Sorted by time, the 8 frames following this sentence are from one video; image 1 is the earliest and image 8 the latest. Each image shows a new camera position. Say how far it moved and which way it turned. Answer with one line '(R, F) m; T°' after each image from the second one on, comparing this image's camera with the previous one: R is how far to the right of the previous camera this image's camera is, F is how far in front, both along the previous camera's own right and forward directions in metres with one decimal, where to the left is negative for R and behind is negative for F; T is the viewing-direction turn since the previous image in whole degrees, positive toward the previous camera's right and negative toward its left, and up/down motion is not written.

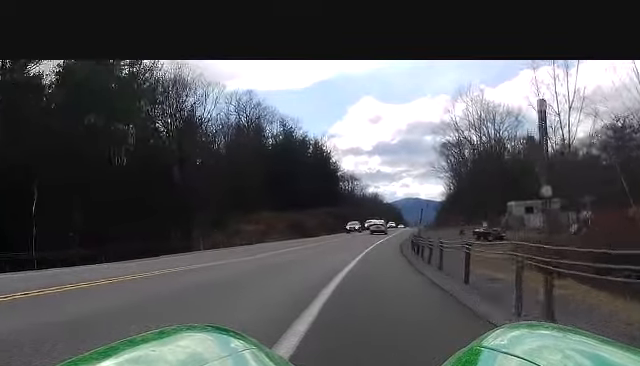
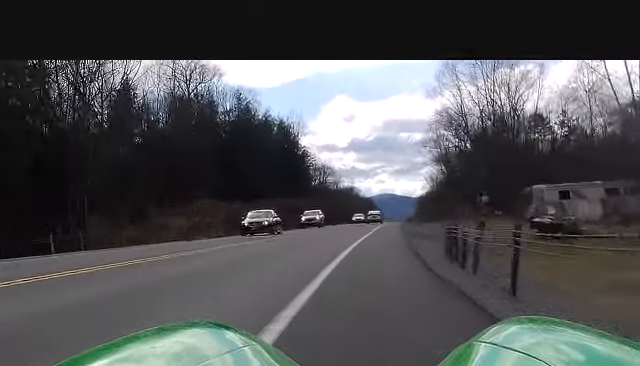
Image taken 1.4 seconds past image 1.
(+0.4, +28.9) m; +2°
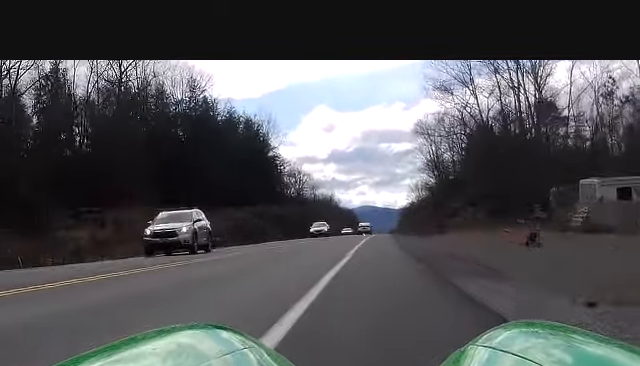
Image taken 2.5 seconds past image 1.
(+0.4, +21.6) m; +2°
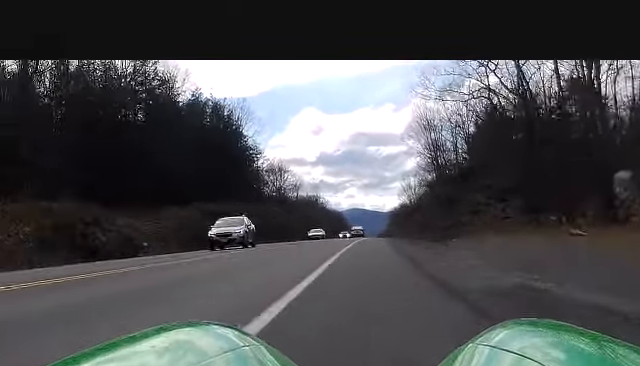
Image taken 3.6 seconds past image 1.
(+0.4, +20.0) m; +1°
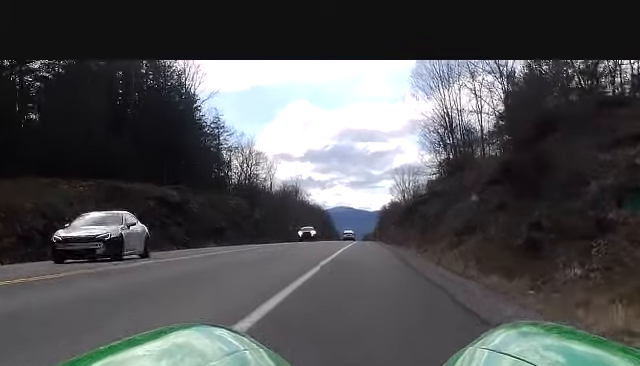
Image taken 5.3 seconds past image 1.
(0.0, +29.9) m; 0°
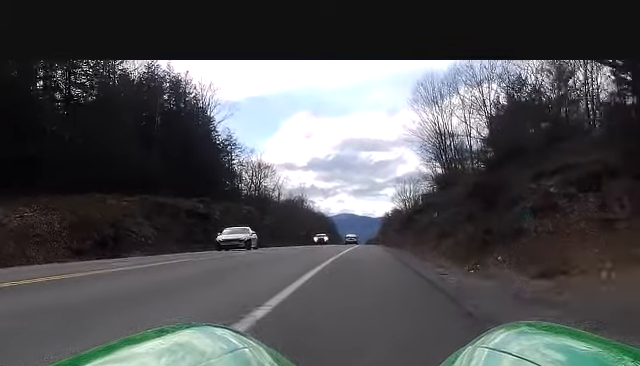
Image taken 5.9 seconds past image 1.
(0.0, +9.6) m; 0°
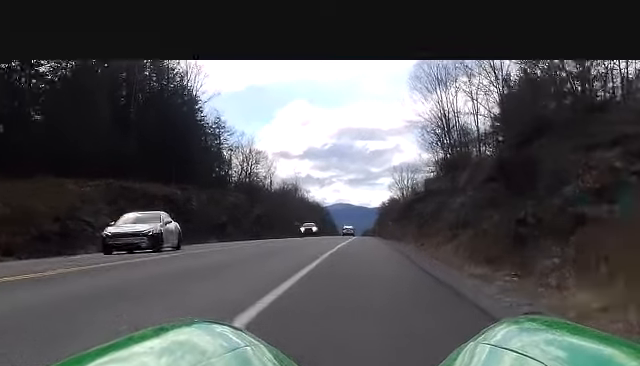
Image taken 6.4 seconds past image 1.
(0.0, +6.8) m; 0°
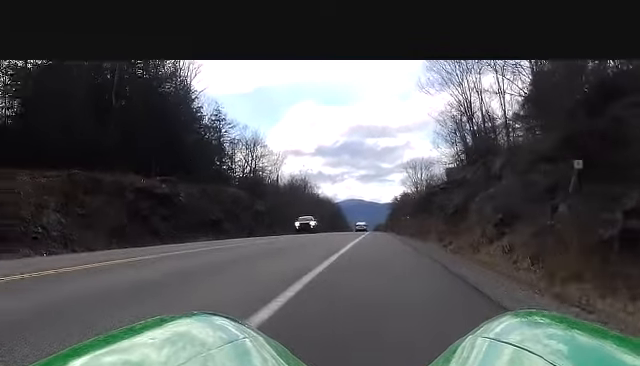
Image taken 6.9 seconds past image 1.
(0.0, +8.3) m; 0°
